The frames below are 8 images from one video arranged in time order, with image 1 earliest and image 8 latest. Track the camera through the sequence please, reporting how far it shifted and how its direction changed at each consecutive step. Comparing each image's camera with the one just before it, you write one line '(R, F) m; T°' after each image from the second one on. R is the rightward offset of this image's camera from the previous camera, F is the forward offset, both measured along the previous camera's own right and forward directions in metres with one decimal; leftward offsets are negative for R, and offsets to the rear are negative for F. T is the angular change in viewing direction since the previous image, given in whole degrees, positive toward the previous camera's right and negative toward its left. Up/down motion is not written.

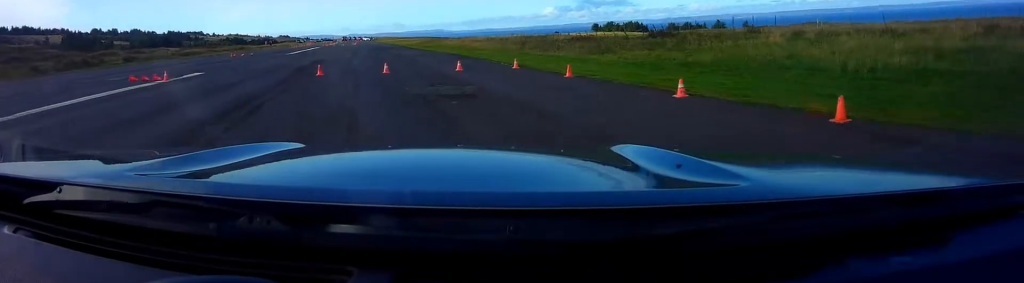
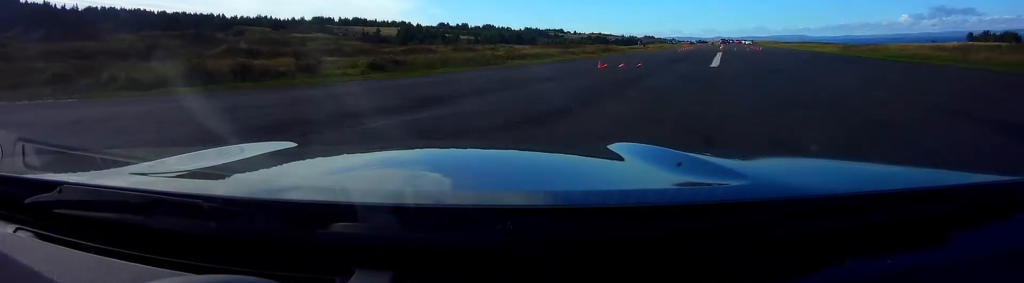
(-4.8, +25.7) m; -19°
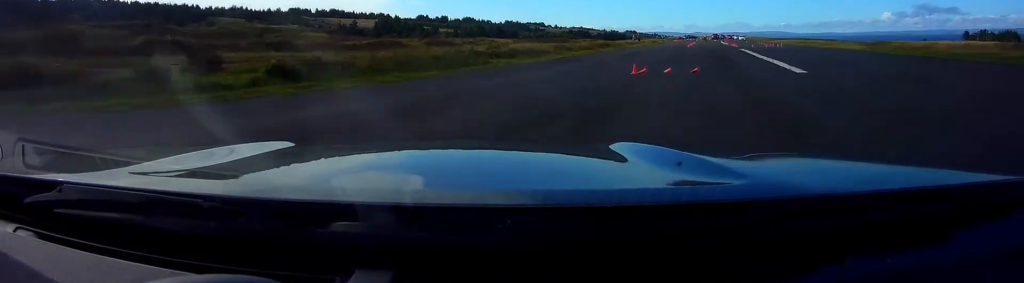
(-0.4, +8.8) m; -1°
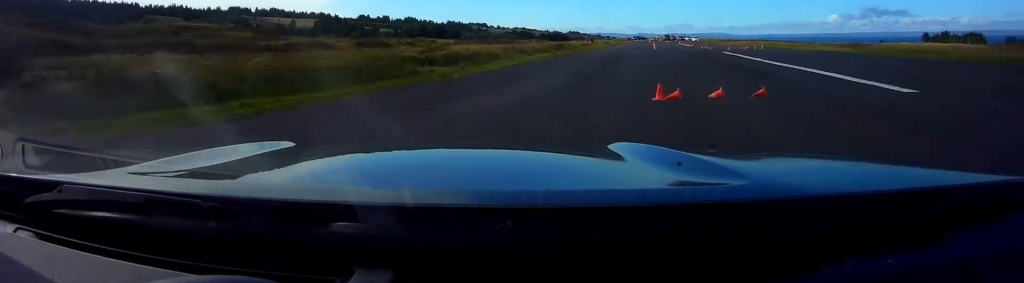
(-0.3, +7.3) m; +5°
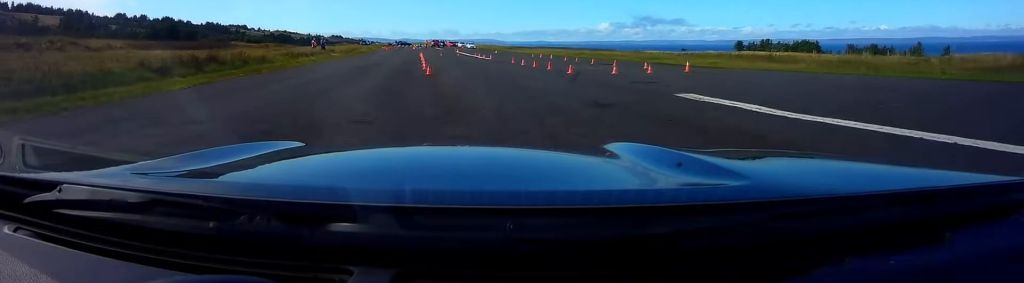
(+4.9, +30.0) m; +15°
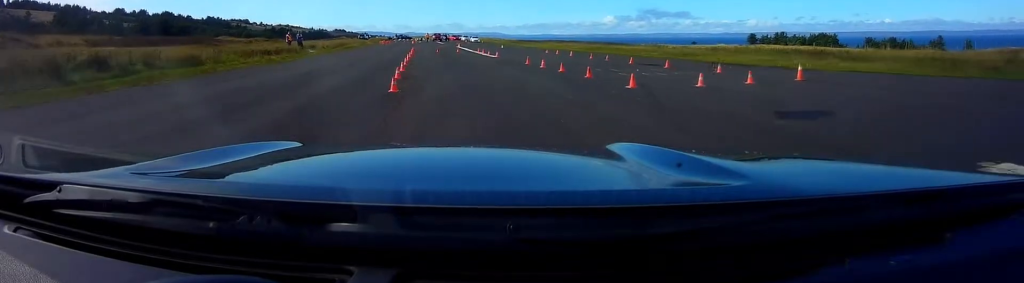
(+0.1, +7.8) m; +2°
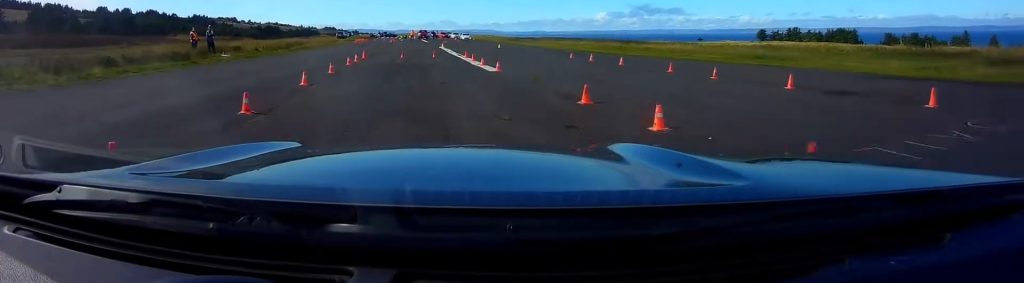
(+1.1, +14.6) m; +2°
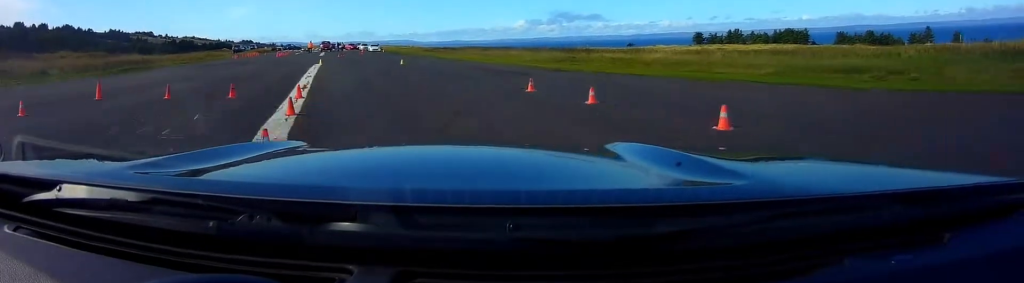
(-0.5, +15.6) m; 0°
